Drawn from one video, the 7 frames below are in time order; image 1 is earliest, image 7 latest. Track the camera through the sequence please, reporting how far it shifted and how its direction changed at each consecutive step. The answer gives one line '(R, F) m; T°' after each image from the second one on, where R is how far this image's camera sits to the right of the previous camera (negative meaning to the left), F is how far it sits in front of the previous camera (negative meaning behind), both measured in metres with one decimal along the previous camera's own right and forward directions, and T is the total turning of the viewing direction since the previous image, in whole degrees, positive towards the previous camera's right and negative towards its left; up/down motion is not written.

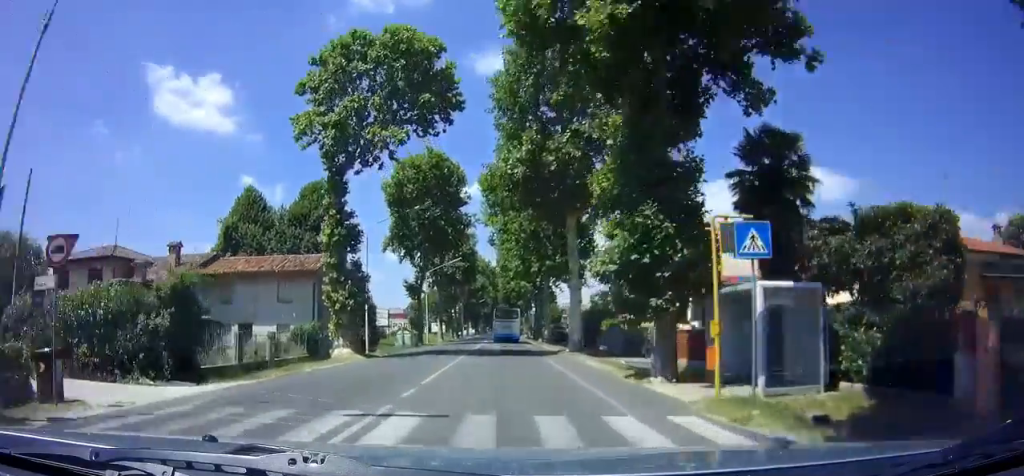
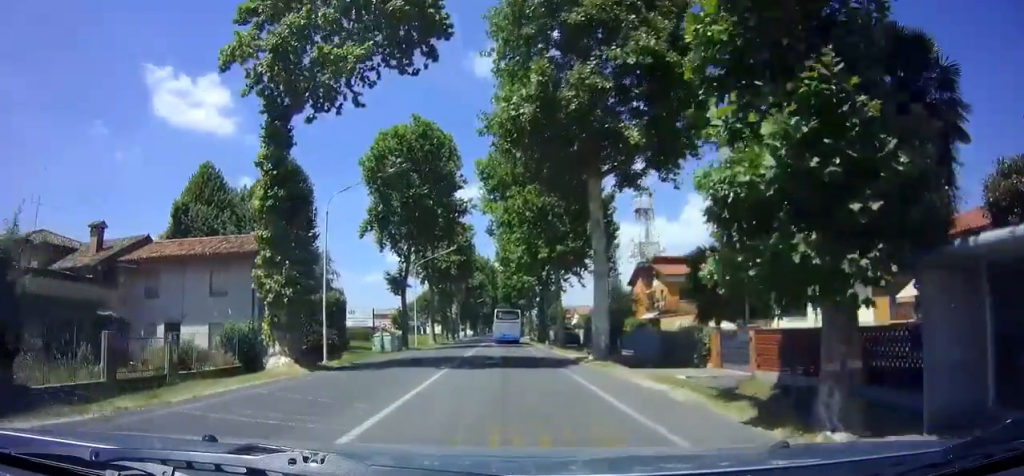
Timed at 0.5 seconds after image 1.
(0.0, +8.2) m; 0°
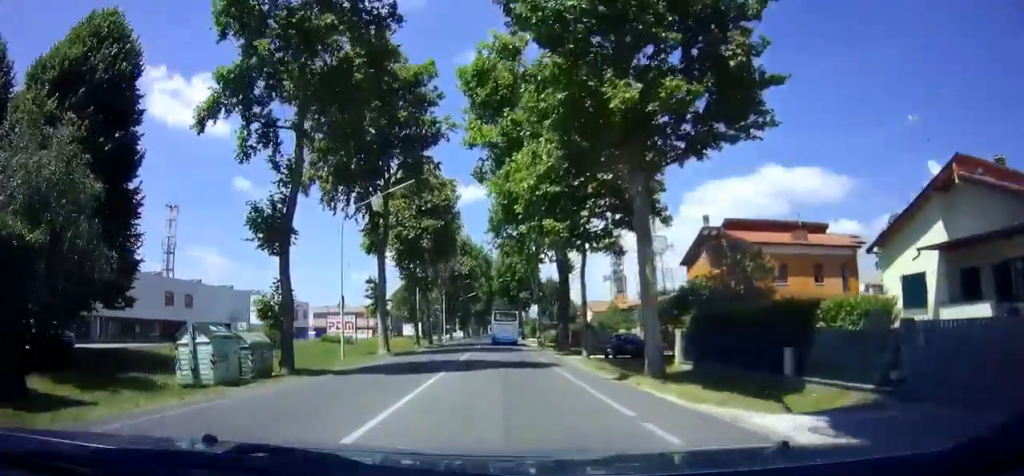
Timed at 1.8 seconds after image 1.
(0.0, +22.0) m; 0°
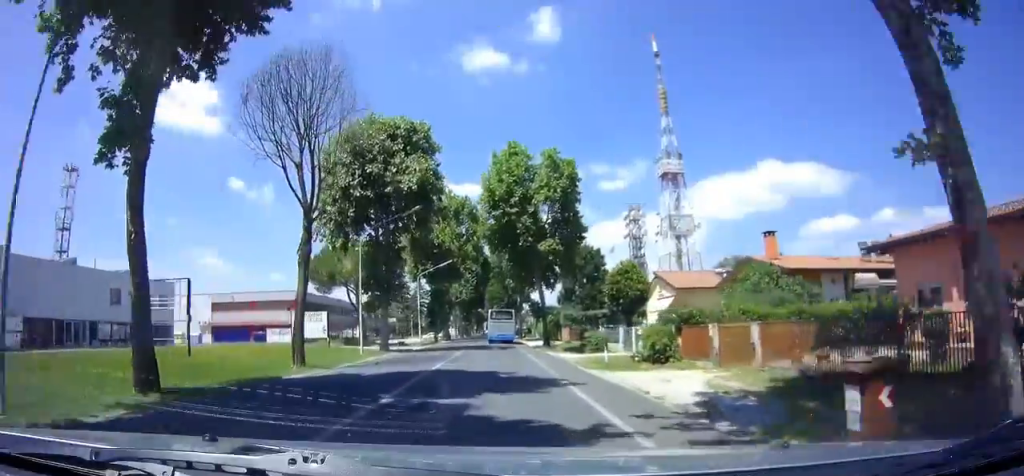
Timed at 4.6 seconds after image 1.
(+0.1, +45.7) m; 0°
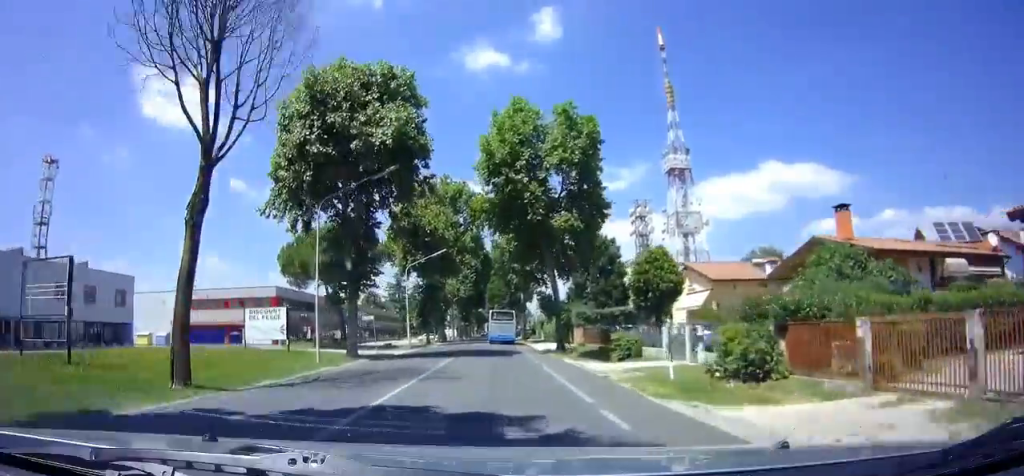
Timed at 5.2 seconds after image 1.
(0.0, +8.7) m; 0°
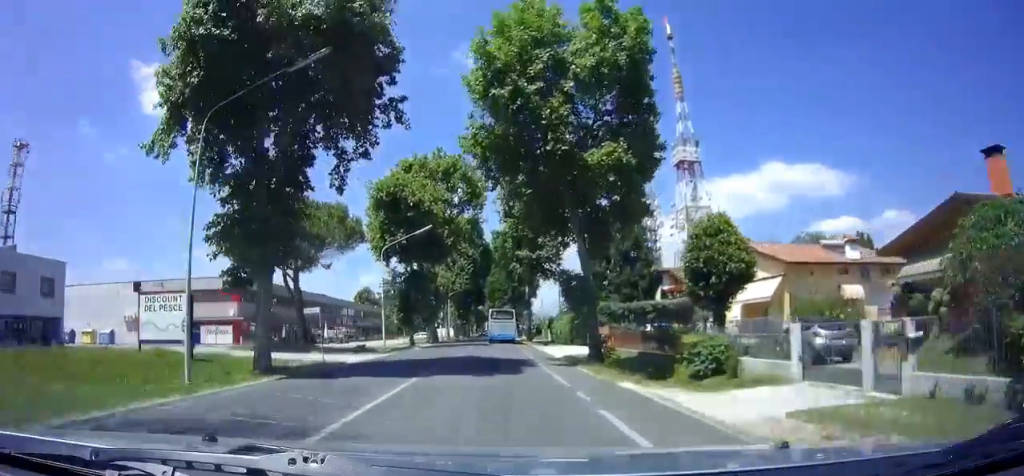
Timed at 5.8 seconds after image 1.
(0.0, +10.3) m; 0°
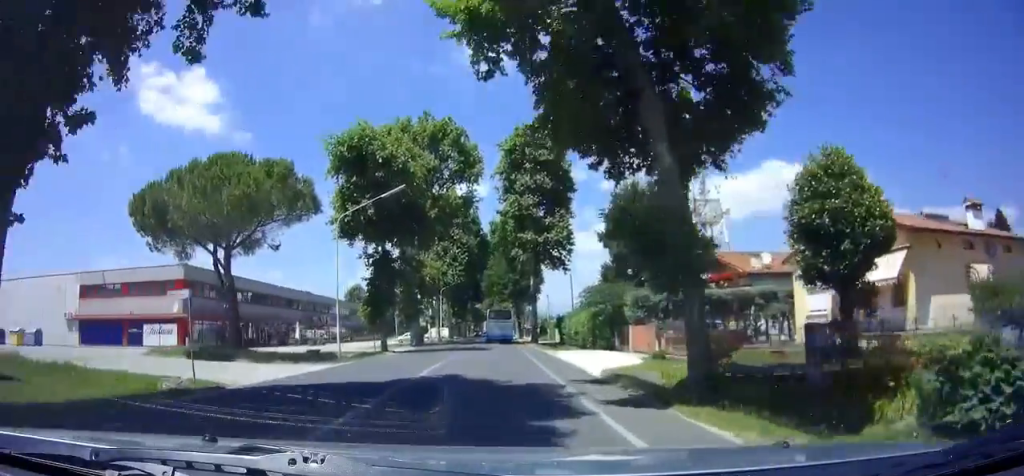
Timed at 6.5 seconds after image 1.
(0.0, +10.8) m; 0°
